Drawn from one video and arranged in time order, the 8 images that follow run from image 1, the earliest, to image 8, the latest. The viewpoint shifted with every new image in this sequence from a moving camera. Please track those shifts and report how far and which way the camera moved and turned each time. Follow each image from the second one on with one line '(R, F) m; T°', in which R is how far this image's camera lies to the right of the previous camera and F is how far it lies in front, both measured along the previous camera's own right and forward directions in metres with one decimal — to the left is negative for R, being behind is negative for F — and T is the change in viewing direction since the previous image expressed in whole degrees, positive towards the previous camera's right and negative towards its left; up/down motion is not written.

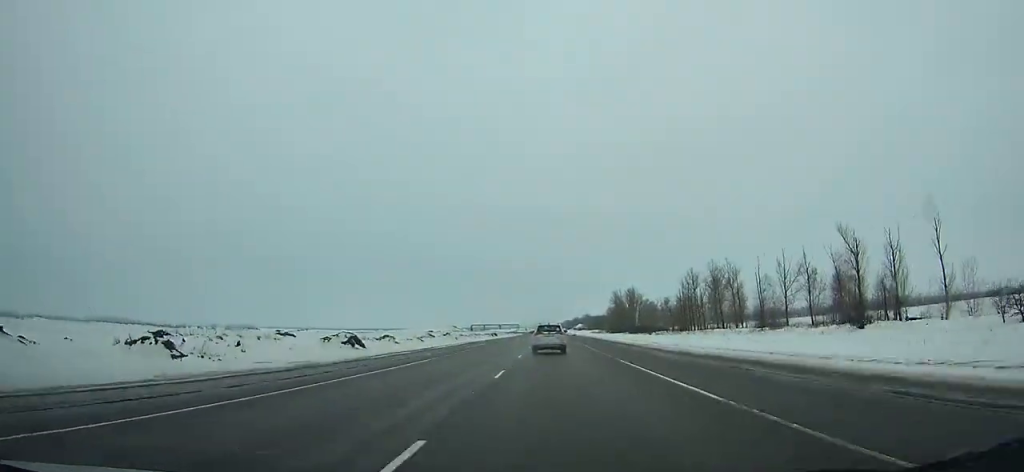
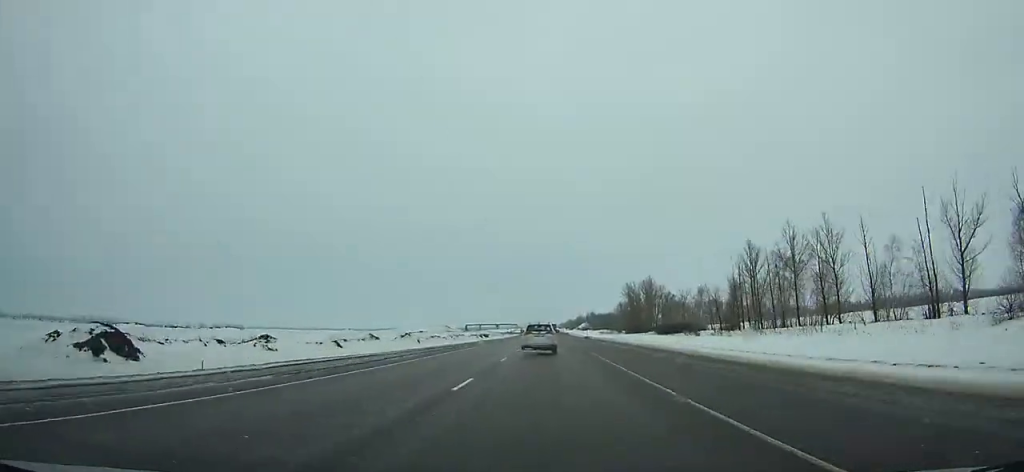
(+0.2, +51.2) m; 0°
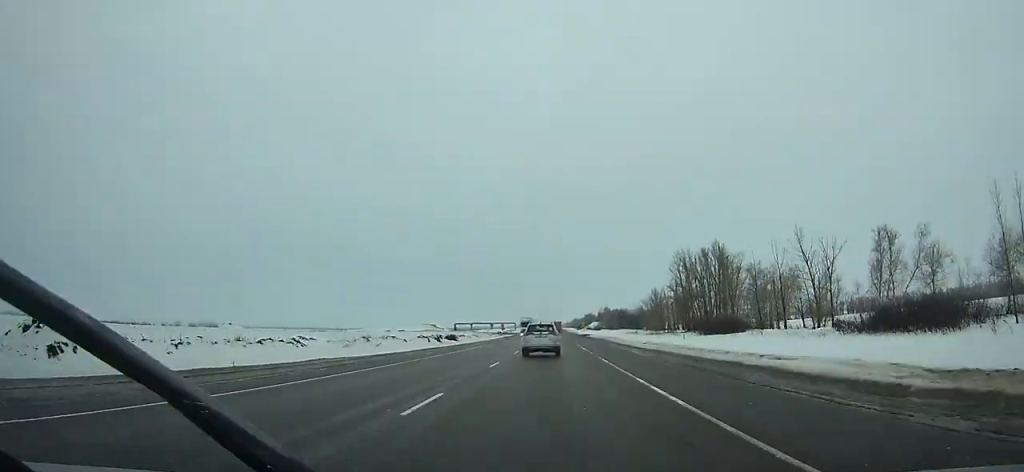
(-0.5, +99.6) m; 0°
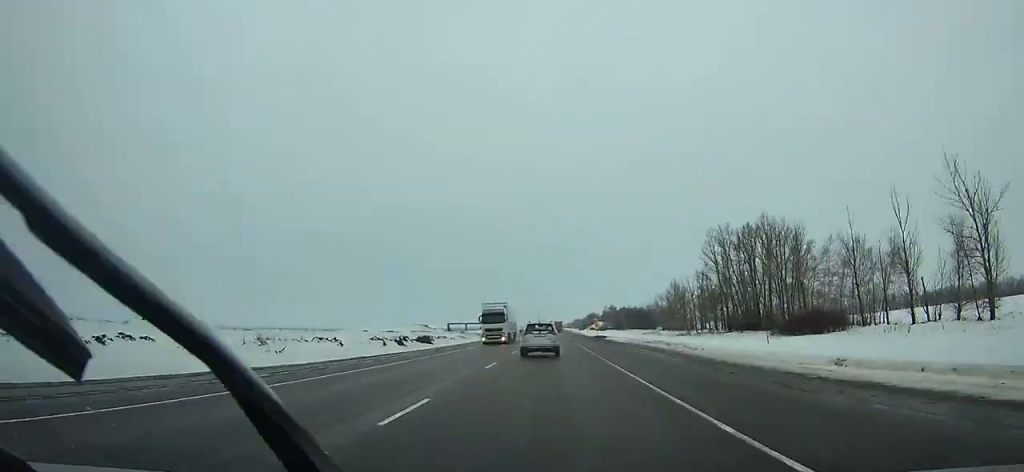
(+0.1, +36.8) m; 0°
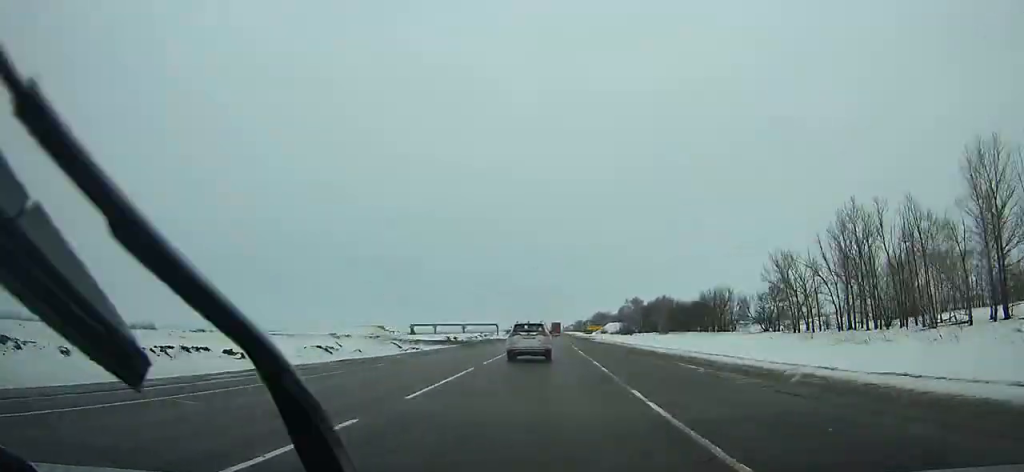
(+0.2, +120.4) m; 0°
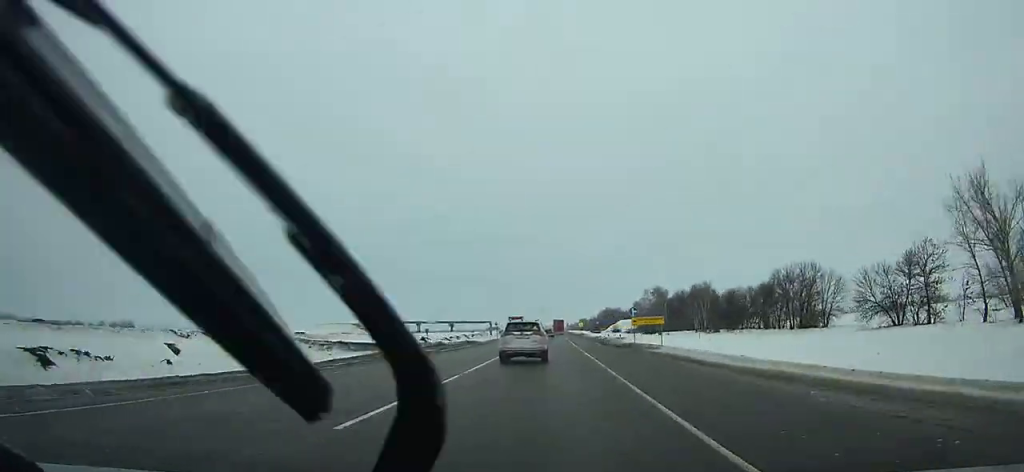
(0.0, +51.5) m; 0°
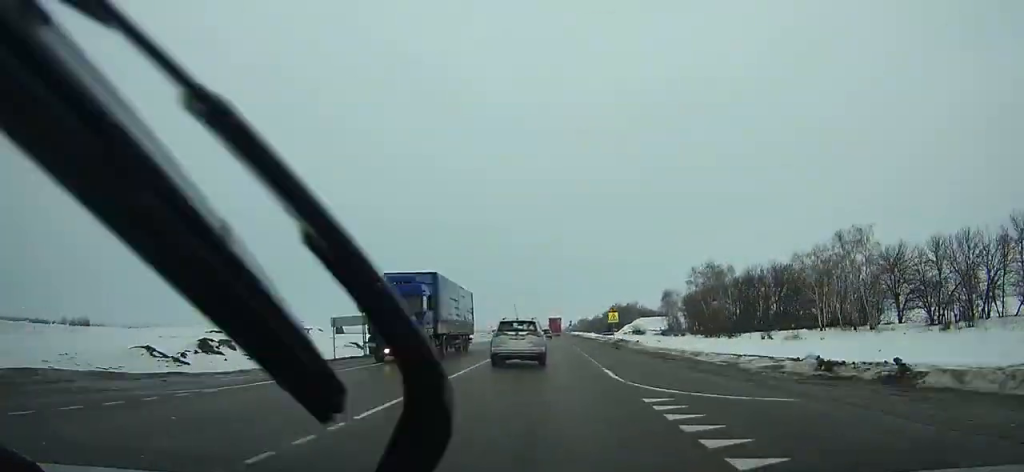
(+0.1, +76.4) m; 0°
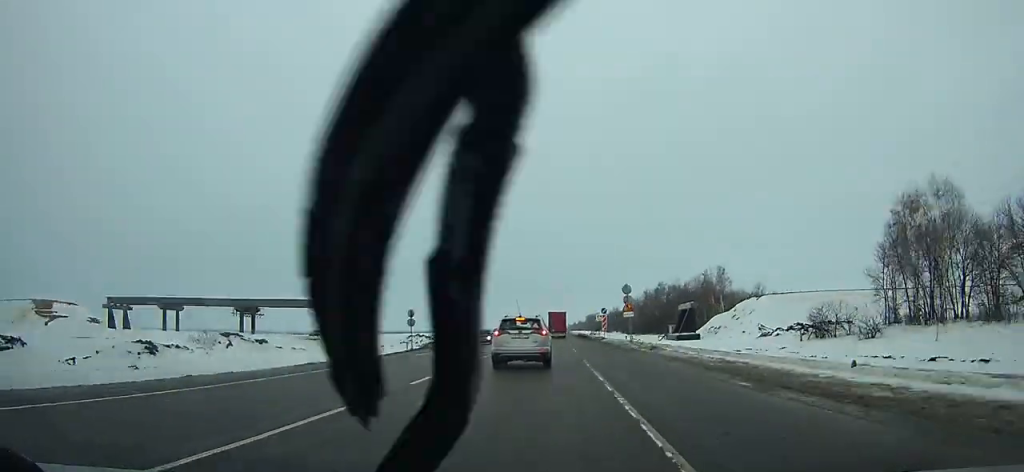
(-0.2, +131.6) m; 0°
